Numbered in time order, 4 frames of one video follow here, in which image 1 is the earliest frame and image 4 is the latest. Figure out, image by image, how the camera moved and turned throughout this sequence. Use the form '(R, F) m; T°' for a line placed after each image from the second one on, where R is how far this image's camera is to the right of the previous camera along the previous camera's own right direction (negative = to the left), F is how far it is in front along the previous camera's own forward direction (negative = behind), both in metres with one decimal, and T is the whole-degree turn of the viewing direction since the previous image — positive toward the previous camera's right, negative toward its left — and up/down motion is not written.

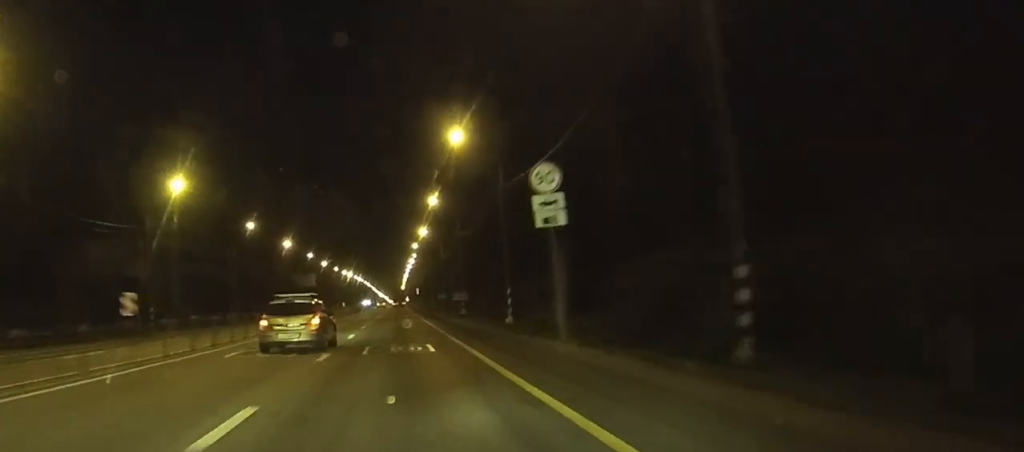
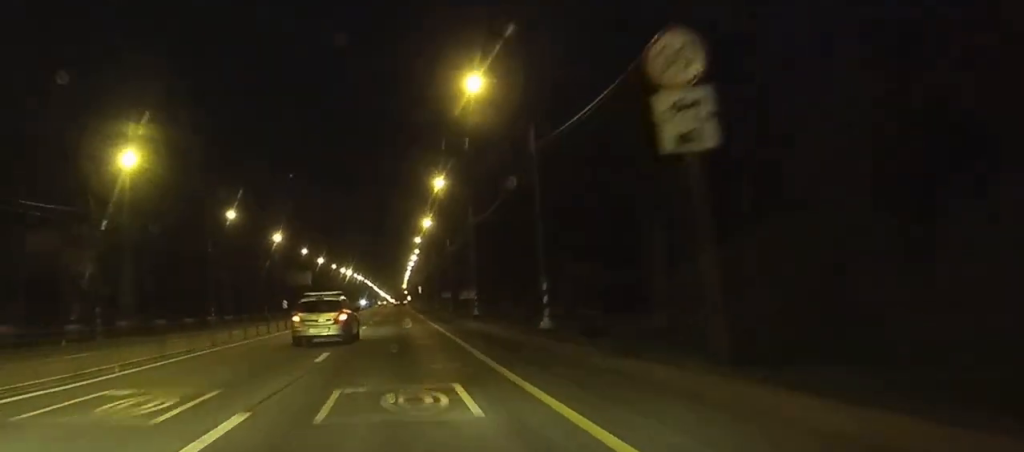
(-0.1, +16.2) m; 0°
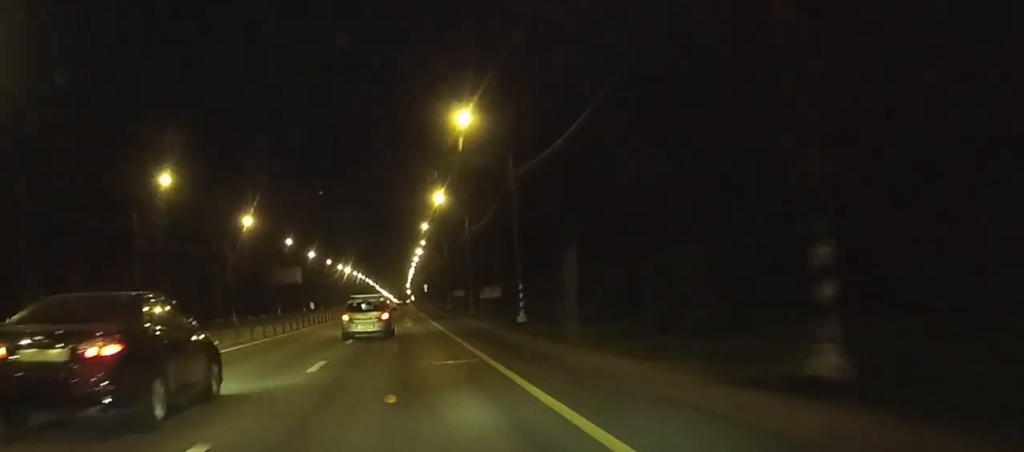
(0.0, +32.3) m; 0°
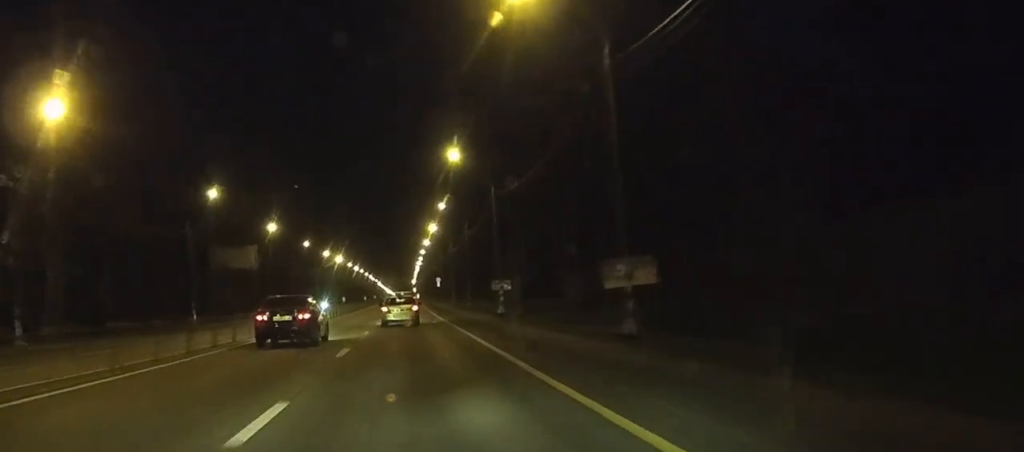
(0.0, +57.7) m; 0°
